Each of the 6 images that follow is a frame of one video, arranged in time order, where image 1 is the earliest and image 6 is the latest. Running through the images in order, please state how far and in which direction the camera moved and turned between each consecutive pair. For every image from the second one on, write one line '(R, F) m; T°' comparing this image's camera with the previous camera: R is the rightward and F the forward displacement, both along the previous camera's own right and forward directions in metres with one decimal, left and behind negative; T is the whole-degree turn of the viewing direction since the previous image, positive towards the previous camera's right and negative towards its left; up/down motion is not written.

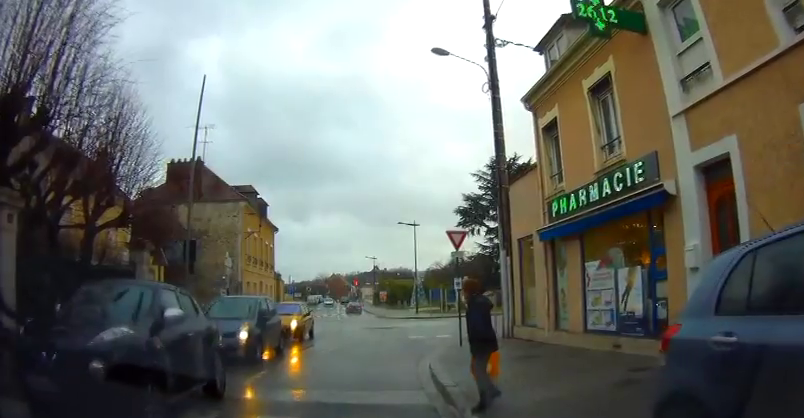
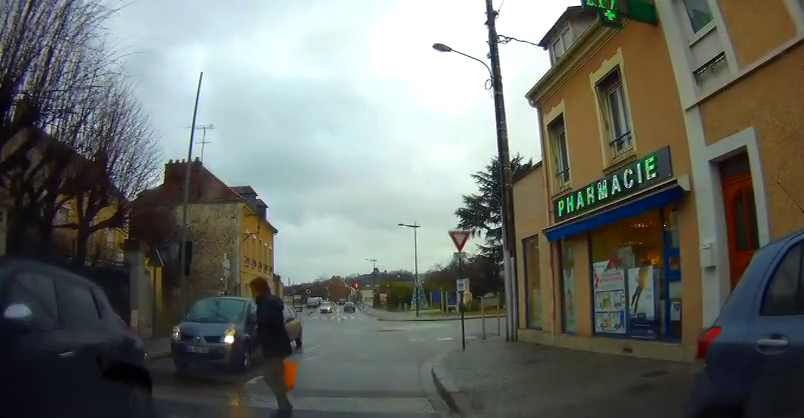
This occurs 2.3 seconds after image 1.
(-0.4, +0.8) m; 0°
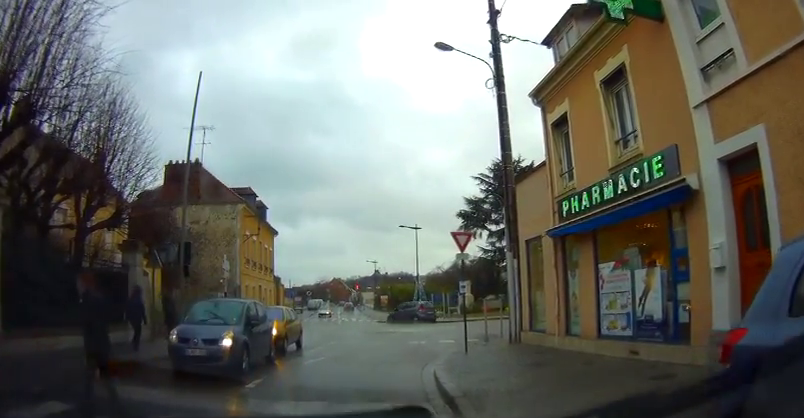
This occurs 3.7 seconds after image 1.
(0.0, +0.4) m; 0°
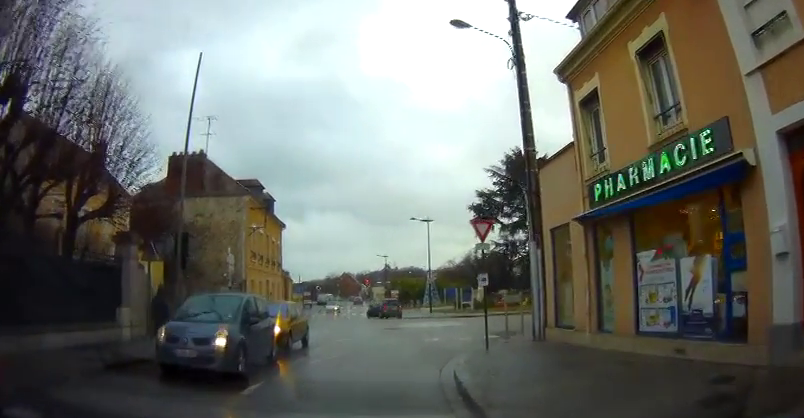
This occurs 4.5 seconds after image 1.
(0.0, +0.8) m; +1°
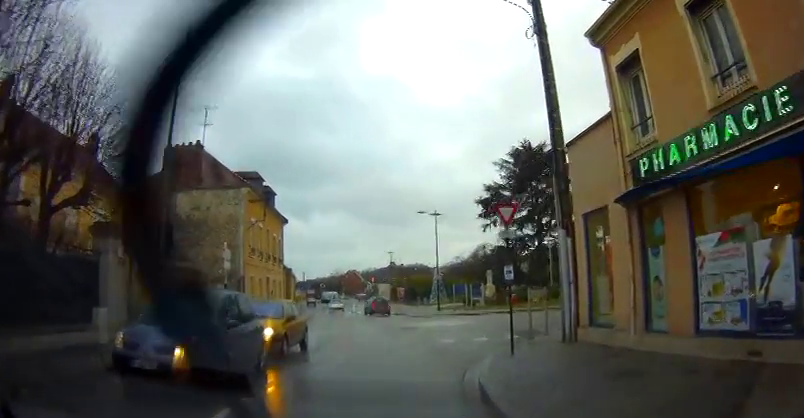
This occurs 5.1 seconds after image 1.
(+0.1, +1.2) m; +3°
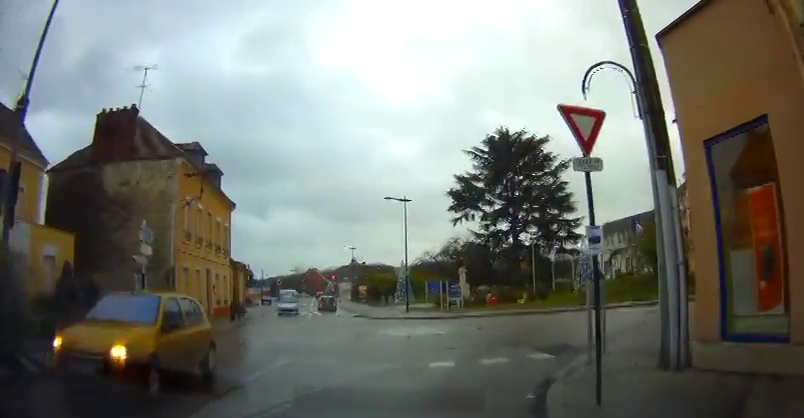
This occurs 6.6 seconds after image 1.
(+0.4, +4.9) m; +11°
